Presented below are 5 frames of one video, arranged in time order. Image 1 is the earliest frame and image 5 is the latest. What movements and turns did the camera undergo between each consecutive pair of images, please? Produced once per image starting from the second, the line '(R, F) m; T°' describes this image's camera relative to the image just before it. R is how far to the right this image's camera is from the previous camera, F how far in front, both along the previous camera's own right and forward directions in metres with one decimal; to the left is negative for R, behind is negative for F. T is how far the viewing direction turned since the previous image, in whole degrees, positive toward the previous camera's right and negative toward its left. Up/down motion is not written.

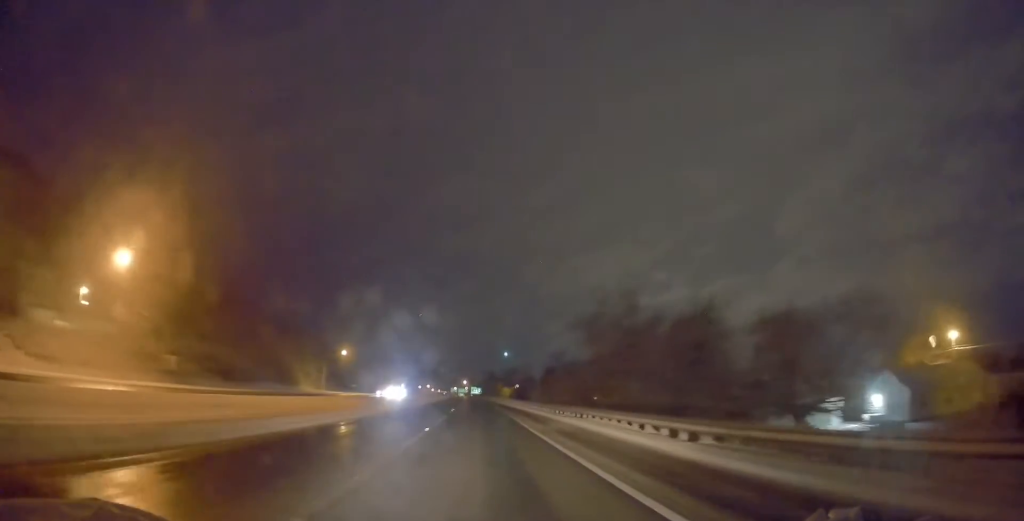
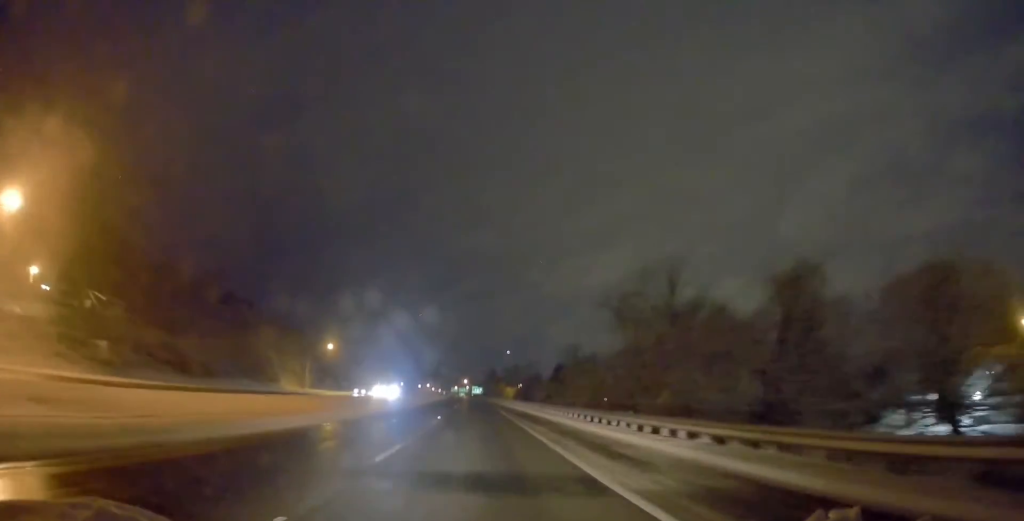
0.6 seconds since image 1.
(+0.1, +15.2) m; 0°
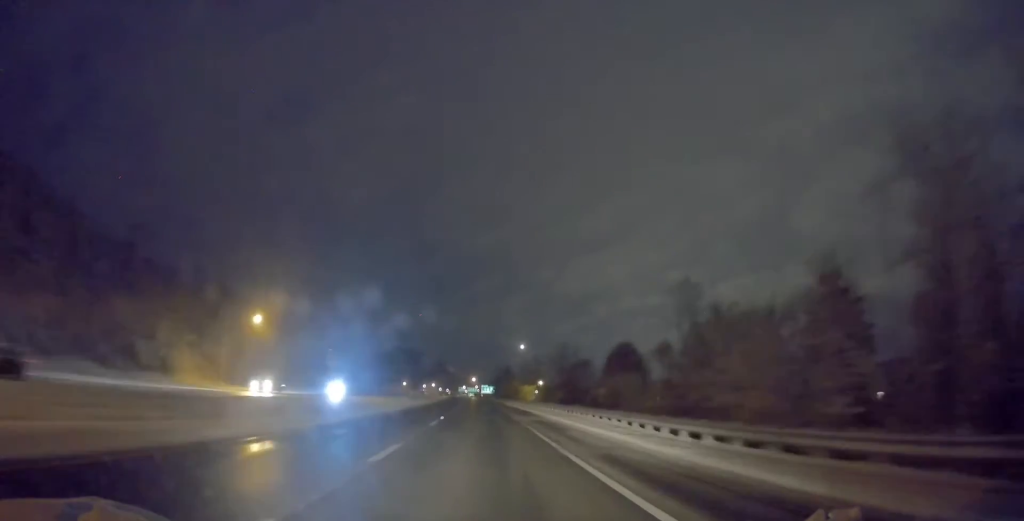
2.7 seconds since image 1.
(-1.2, +49.7) m; -2°
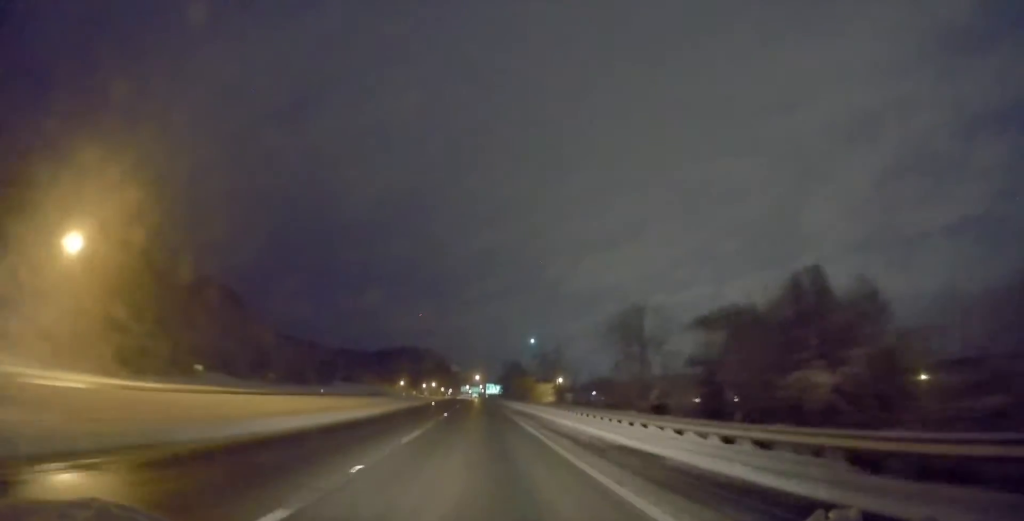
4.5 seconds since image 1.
(+0.8, +44.4) m; +1°
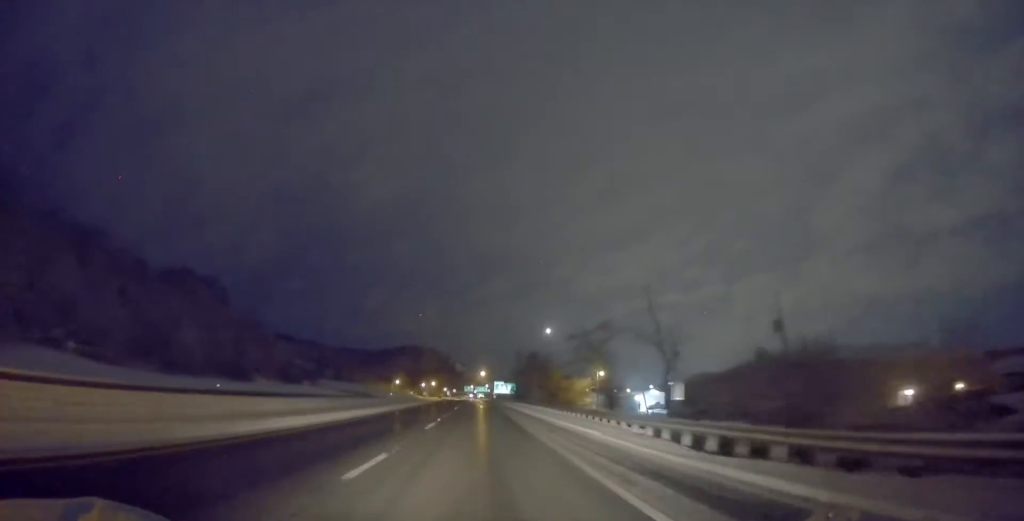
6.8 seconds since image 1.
(-1.1, +54.6) m; -1°
